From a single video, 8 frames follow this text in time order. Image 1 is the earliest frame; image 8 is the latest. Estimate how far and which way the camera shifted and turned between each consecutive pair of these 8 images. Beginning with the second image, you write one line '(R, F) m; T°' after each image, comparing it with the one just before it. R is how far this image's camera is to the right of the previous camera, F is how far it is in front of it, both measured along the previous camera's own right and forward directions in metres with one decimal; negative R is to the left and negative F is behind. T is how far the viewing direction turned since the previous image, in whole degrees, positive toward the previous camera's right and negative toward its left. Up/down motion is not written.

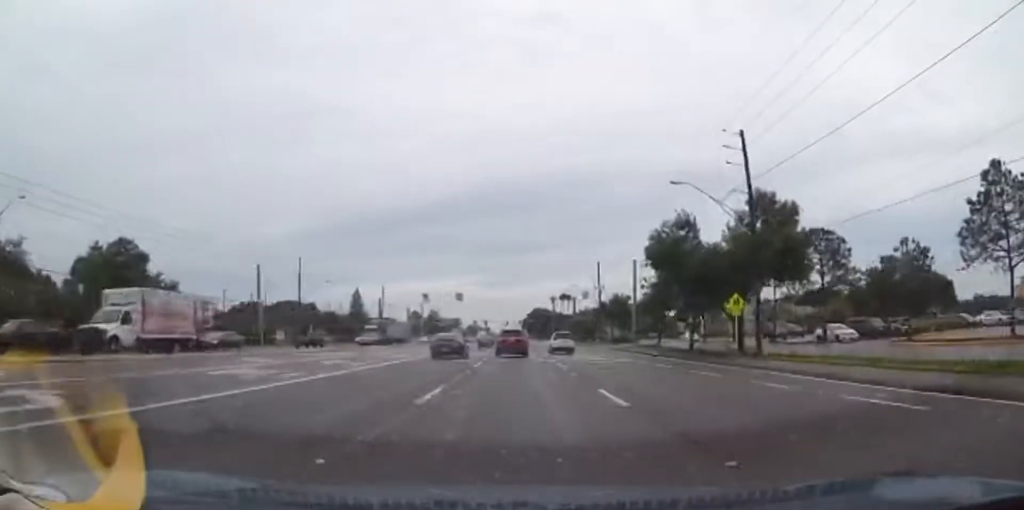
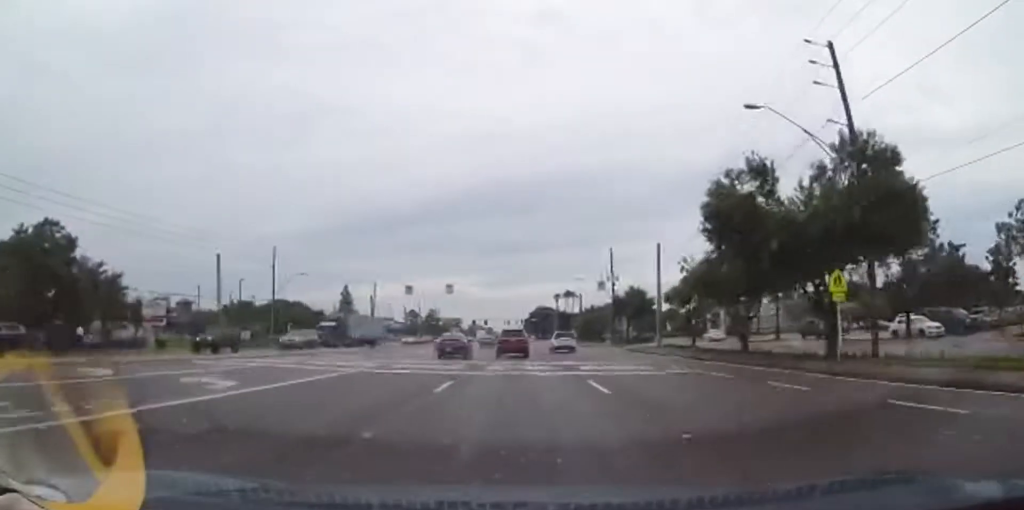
(0.0, +10.6) m; 0°
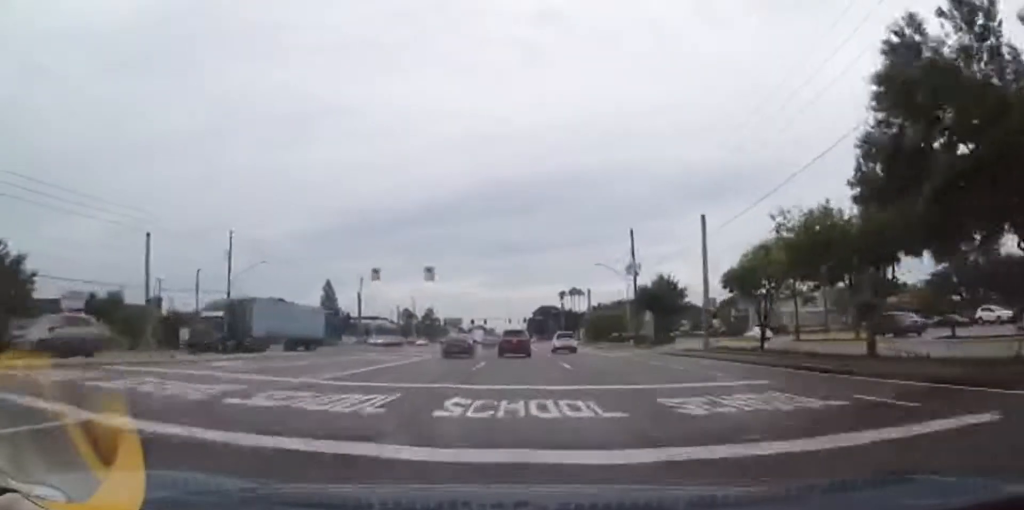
(0.0, +13.2) m; -1°
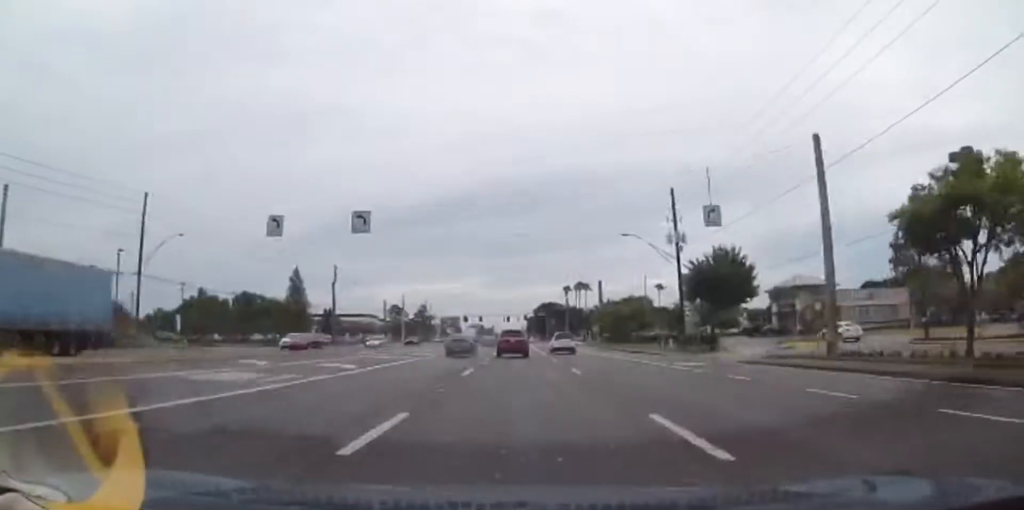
(-0.3, +17.4) m; -1°
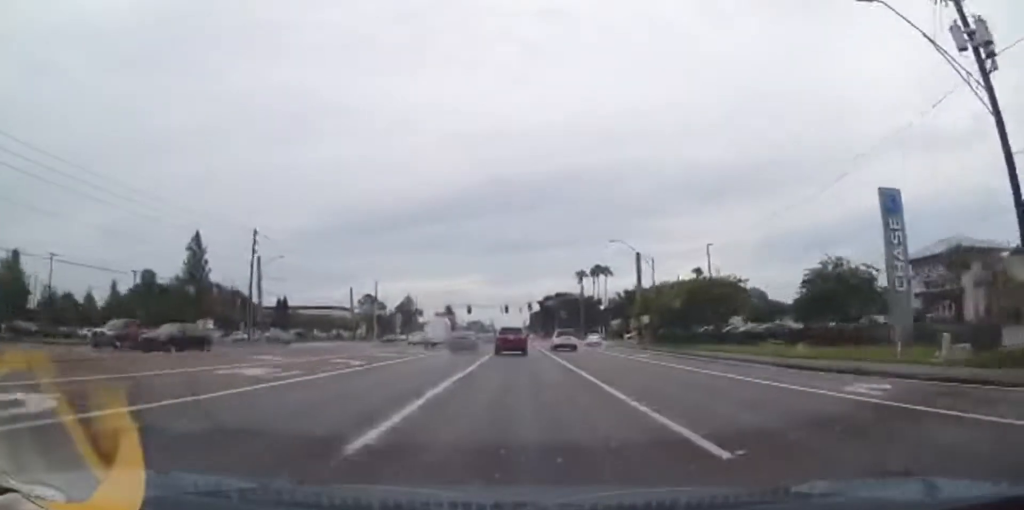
(0.0, +33.3) m; 0°
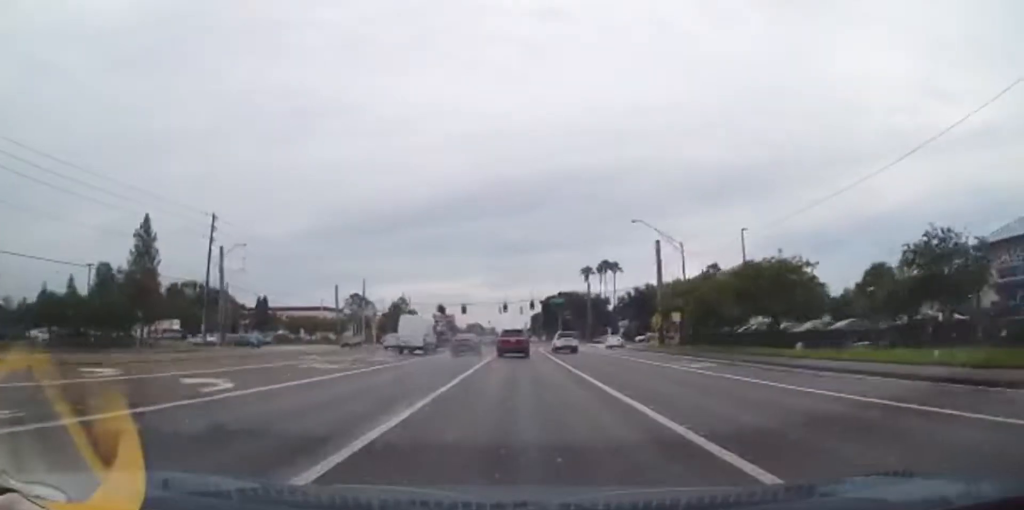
(0.0, +10.6) m; 0°
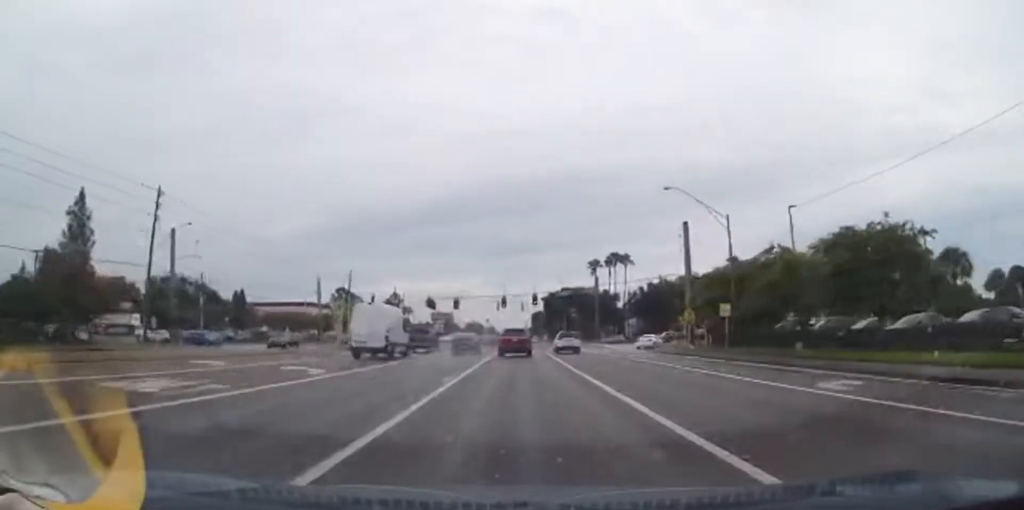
(0.0, +10.7) m; 0°
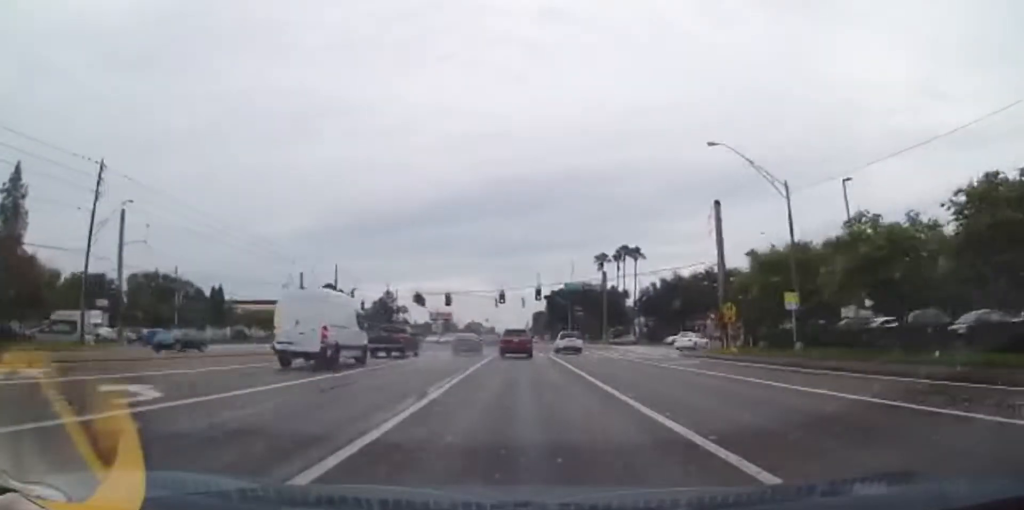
(0.0, +8.8) m; 0°
